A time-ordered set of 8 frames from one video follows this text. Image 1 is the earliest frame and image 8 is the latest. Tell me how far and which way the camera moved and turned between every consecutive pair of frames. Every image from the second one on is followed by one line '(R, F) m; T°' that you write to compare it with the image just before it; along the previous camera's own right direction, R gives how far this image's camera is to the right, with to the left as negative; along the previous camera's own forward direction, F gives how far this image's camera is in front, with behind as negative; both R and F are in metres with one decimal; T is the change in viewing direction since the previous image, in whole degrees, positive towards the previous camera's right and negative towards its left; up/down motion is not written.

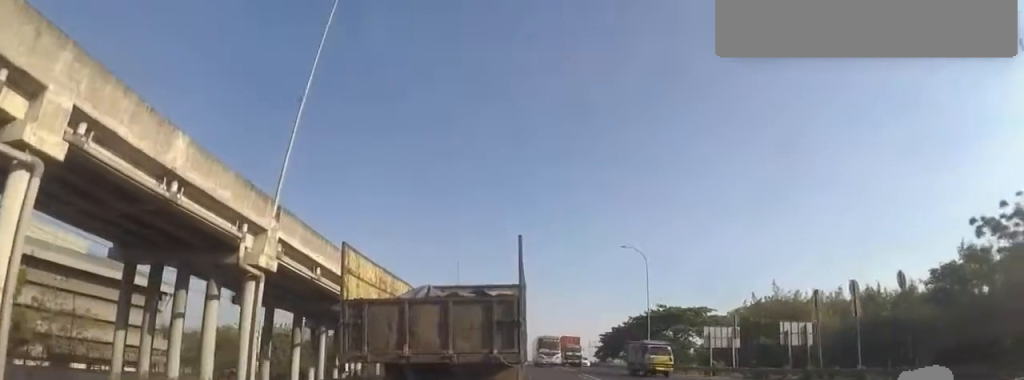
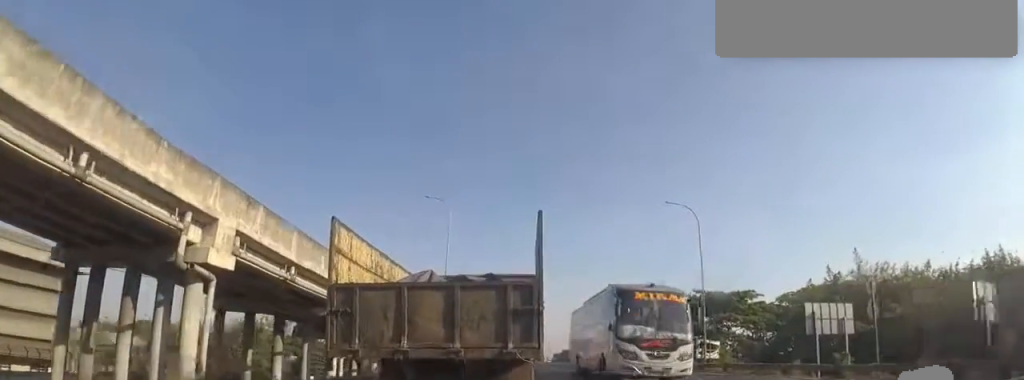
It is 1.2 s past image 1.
(0.0, +13.3) m; 0°
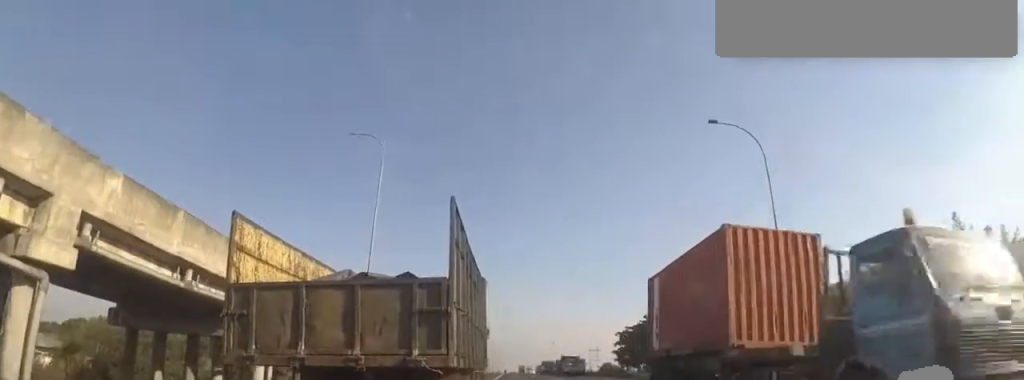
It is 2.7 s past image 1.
(0.0, +16.0) m; 0°
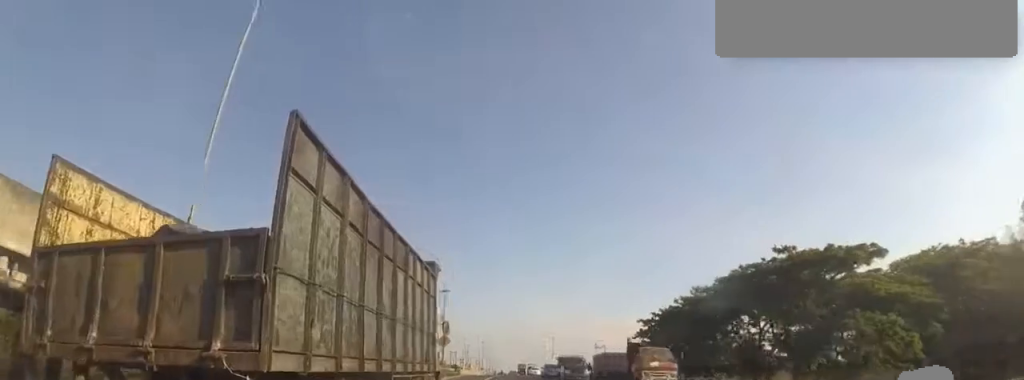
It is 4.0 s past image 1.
(0.0, +16.9) m; 0°
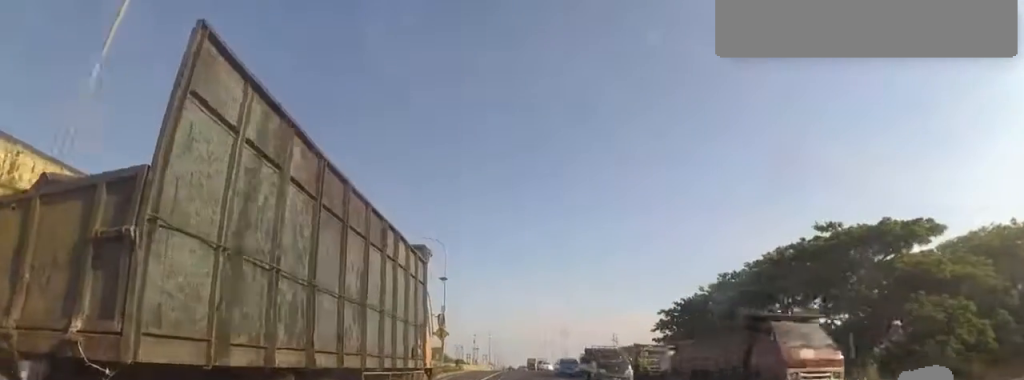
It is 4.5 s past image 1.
(0.0, +5.8) m; 0°
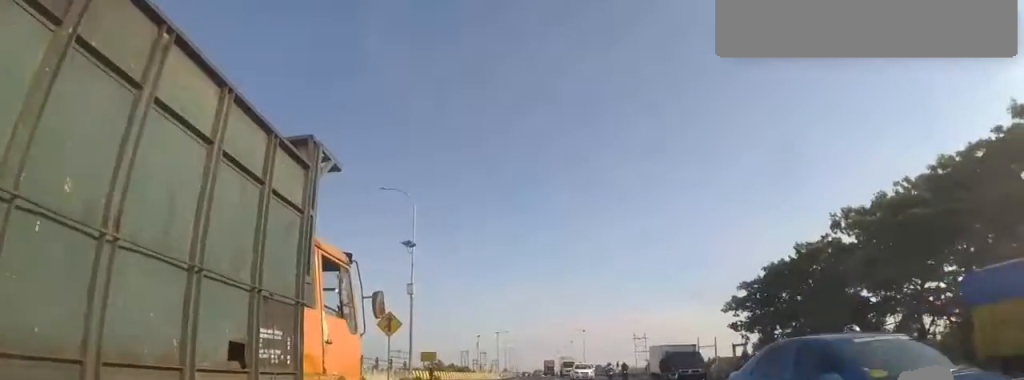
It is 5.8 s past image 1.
(0.0, +18.0) m; 0°
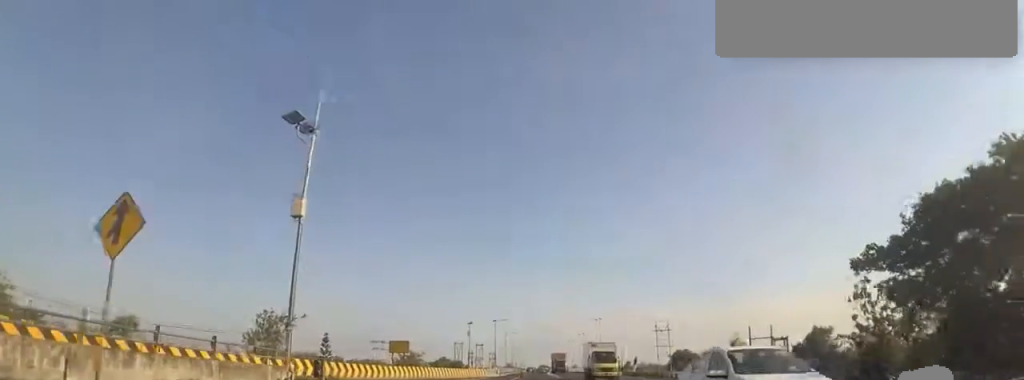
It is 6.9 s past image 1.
(0.0, +16.4) m; -5°
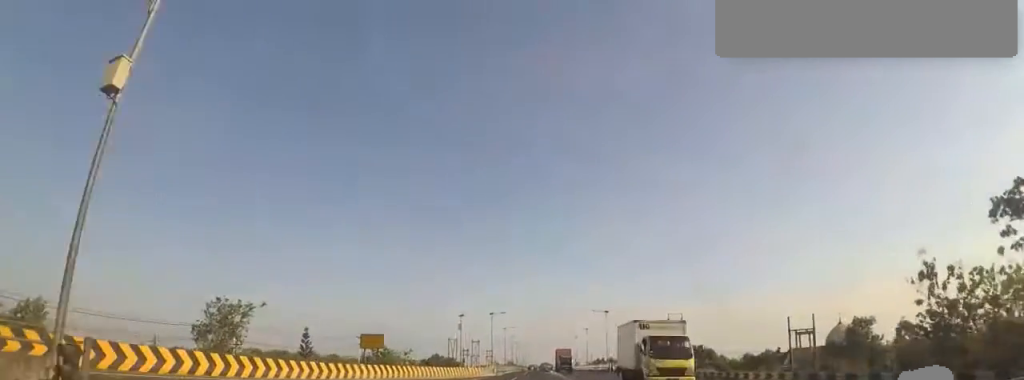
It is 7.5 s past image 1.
(-0.5, +8.5) m; -1°
